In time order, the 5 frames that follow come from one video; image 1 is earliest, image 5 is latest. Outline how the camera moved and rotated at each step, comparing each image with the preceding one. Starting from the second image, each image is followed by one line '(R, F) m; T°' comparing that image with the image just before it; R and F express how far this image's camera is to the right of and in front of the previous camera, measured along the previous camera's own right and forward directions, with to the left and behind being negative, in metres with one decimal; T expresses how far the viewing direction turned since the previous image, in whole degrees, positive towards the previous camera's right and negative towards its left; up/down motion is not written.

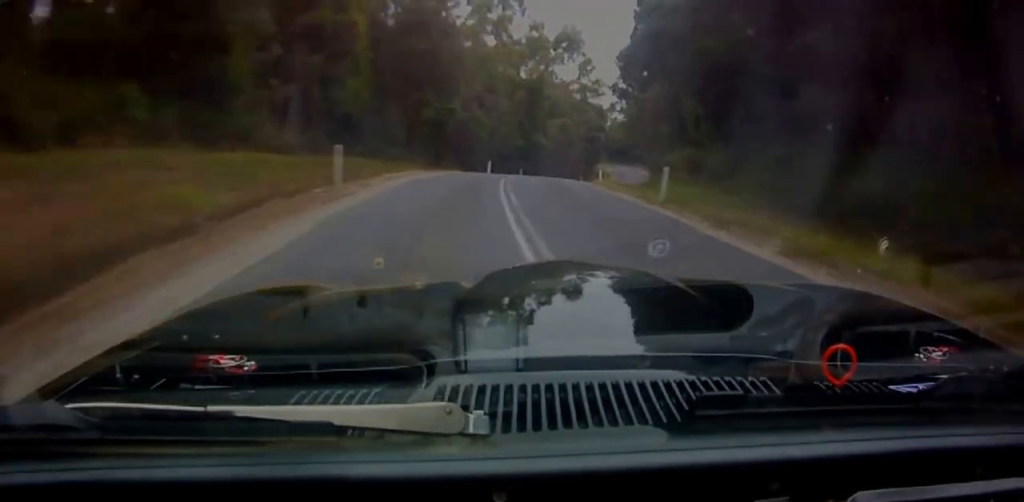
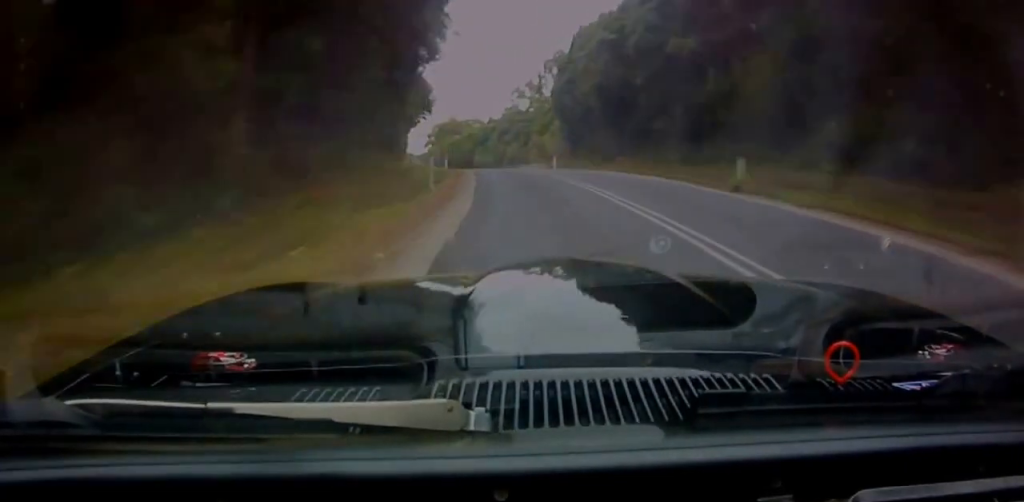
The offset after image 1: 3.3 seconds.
(+13.4, +132.1) m; 0°
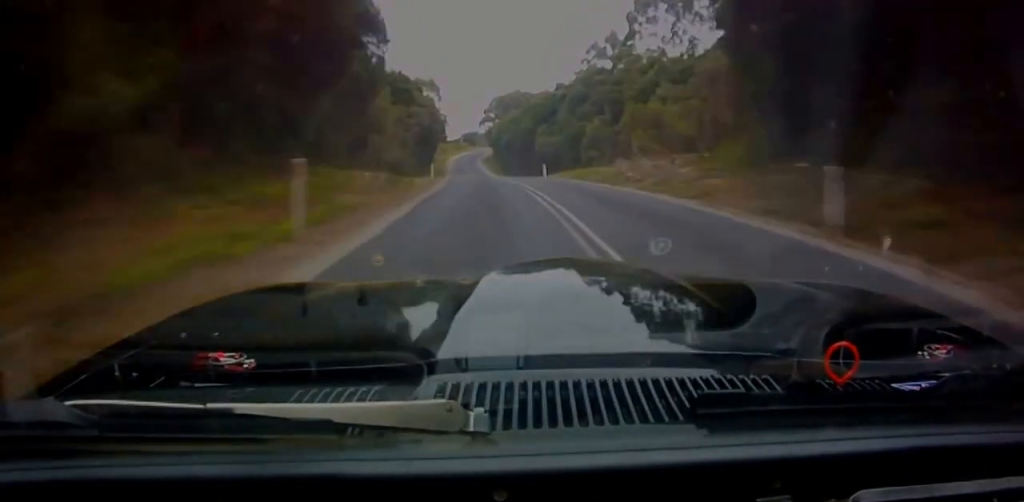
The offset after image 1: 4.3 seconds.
(-3.8, +39.1) m; -9°
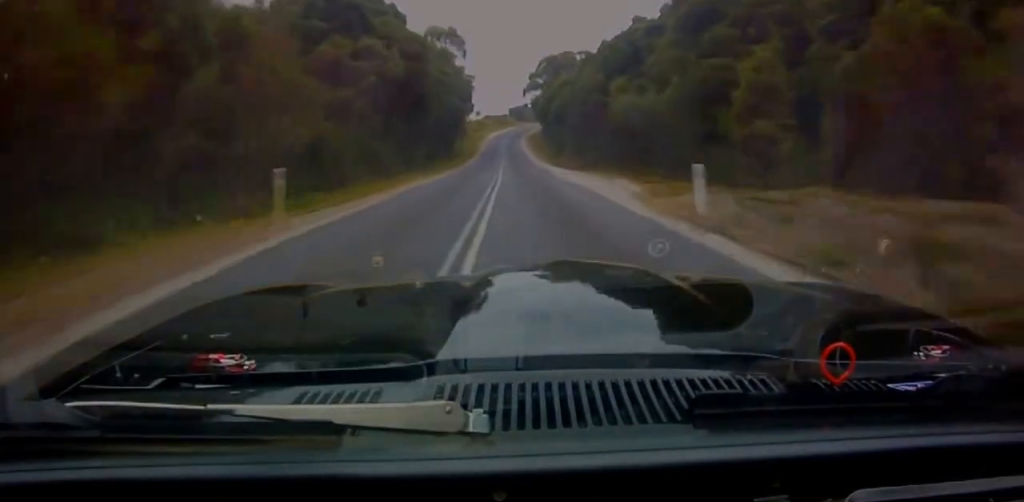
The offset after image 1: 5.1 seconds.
(-2.0, +36.7) m; -3°
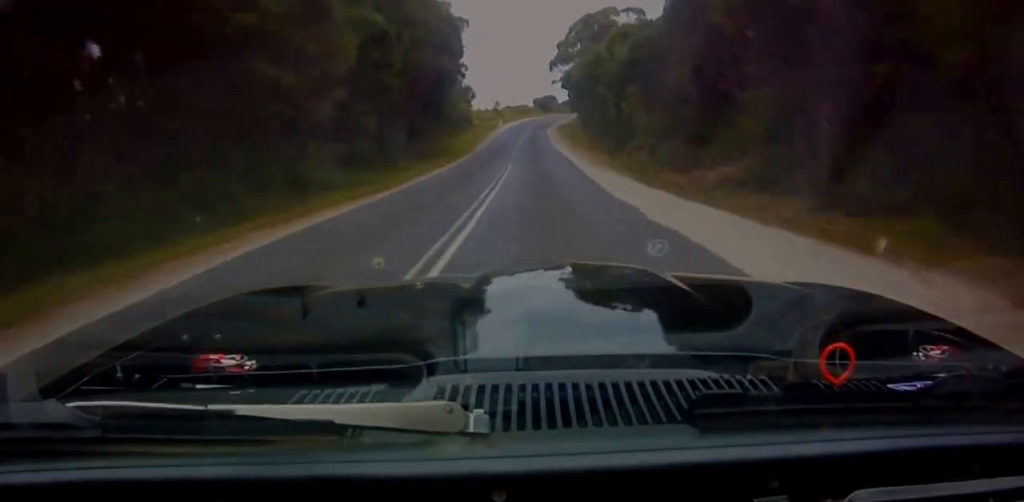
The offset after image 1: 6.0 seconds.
(-0.3, +38.8) m; 0°
